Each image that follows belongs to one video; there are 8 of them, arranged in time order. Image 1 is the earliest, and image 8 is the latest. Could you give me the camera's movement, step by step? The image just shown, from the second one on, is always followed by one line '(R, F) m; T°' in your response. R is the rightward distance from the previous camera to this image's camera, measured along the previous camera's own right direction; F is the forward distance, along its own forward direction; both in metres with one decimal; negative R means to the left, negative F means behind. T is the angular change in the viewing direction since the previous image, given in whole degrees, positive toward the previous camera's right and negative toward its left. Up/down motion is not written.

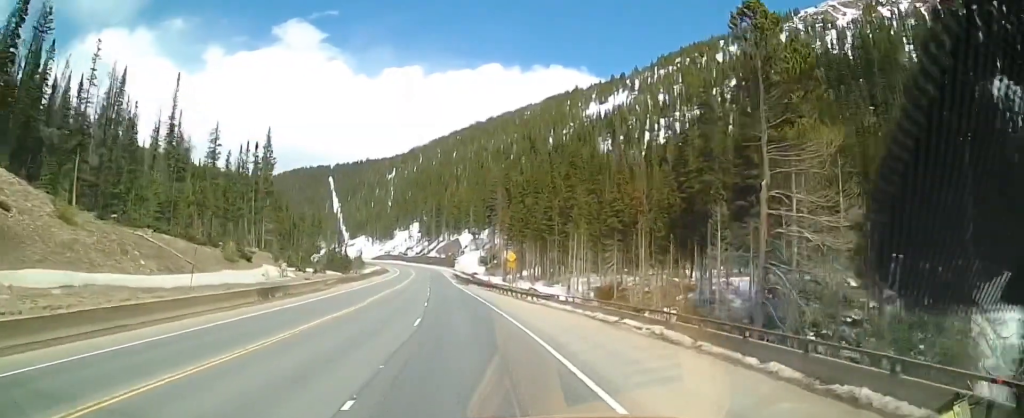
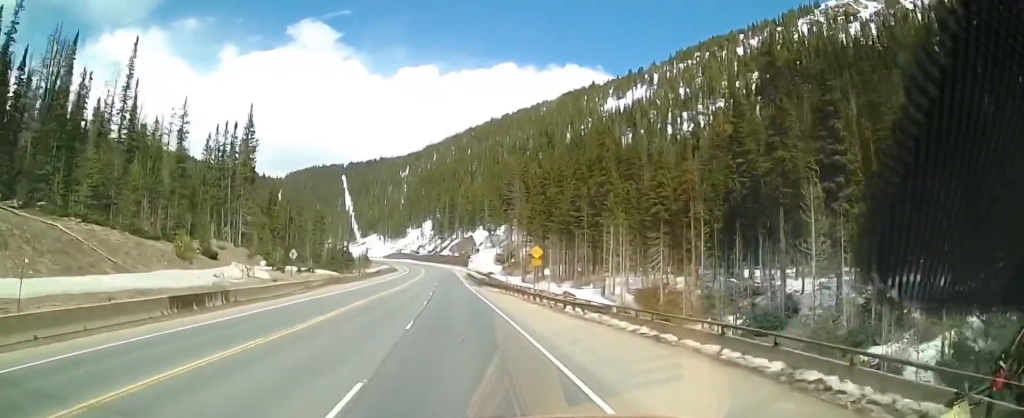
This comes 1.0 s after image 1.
(-0.3, +13.7) m; -3°
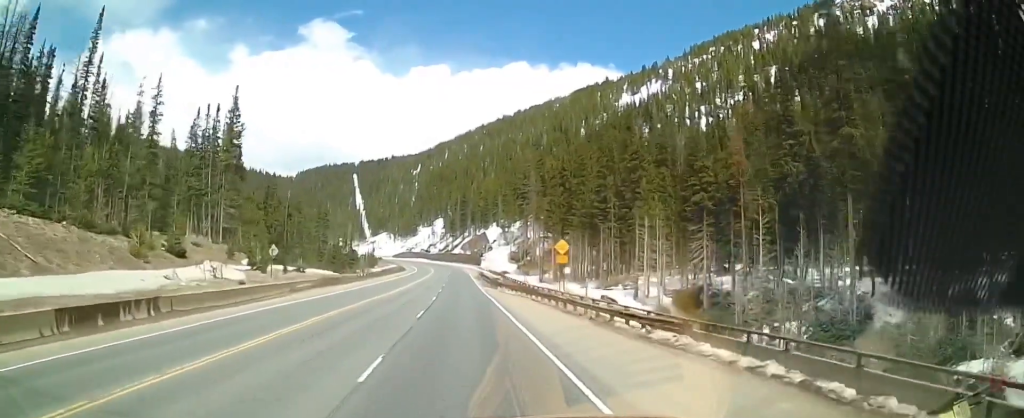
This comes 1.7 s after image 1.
(-0.2, +9.2) m; -1°
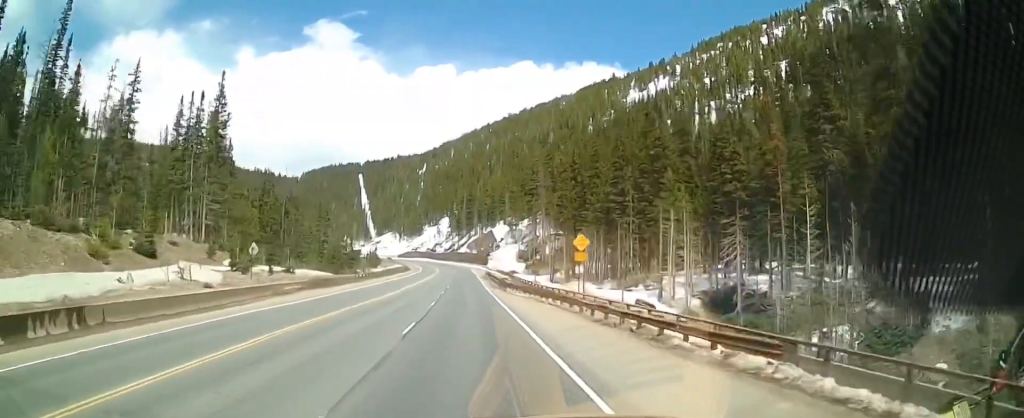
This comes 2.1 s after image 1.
(-0.1, +6.0) m; -1°
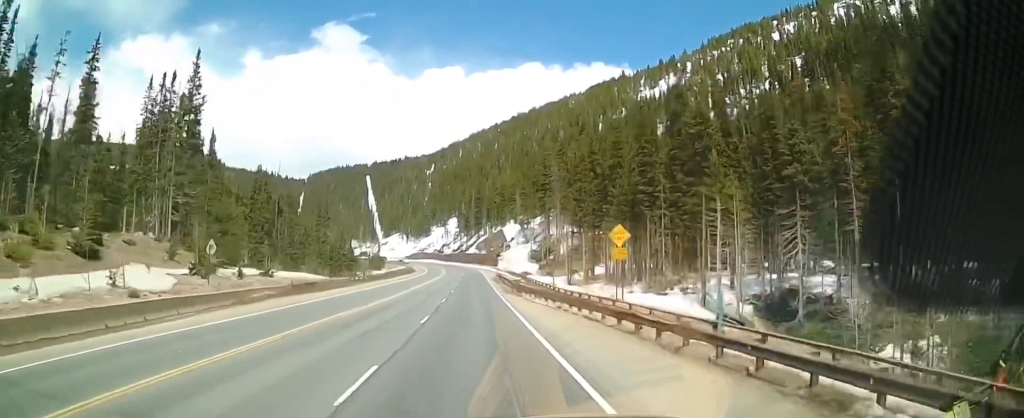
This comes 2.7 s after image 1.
(0.0, +8.8) m; -1°
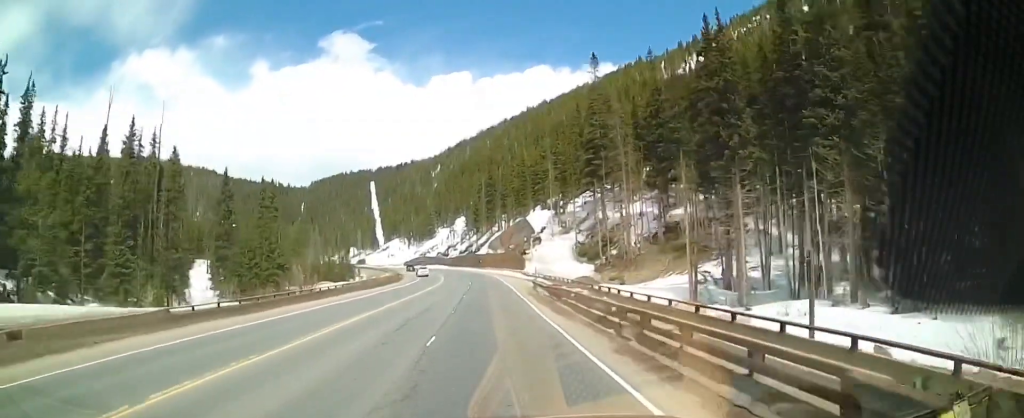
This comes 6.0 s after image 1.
(-0.6, +45.5) m; -1°
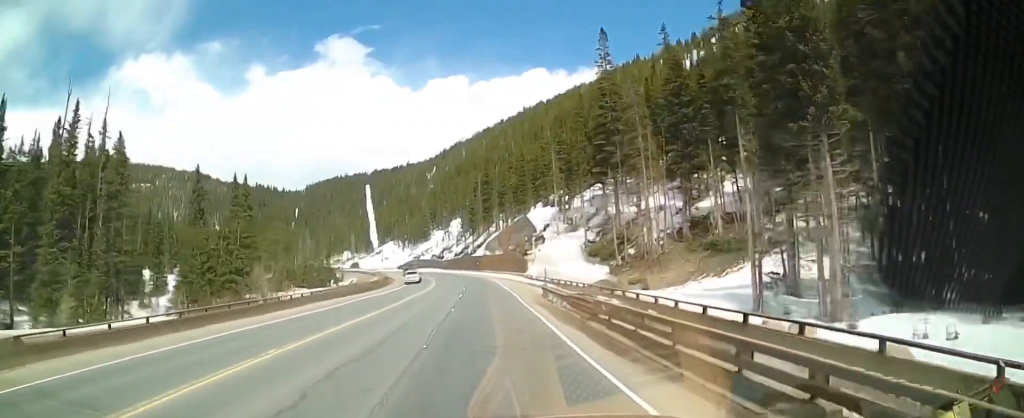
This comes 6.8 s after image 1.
(+0.2, +10.1) m; +1°
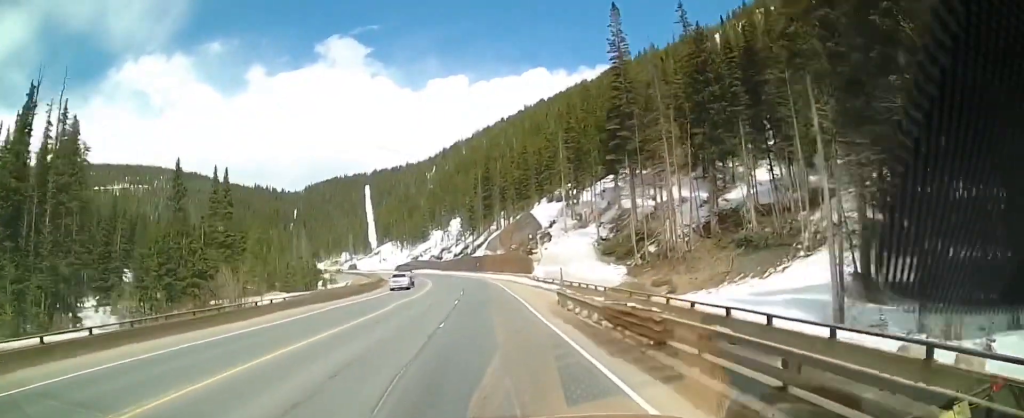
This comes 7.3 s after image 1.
(+0.1, +7.4) m; +1°
